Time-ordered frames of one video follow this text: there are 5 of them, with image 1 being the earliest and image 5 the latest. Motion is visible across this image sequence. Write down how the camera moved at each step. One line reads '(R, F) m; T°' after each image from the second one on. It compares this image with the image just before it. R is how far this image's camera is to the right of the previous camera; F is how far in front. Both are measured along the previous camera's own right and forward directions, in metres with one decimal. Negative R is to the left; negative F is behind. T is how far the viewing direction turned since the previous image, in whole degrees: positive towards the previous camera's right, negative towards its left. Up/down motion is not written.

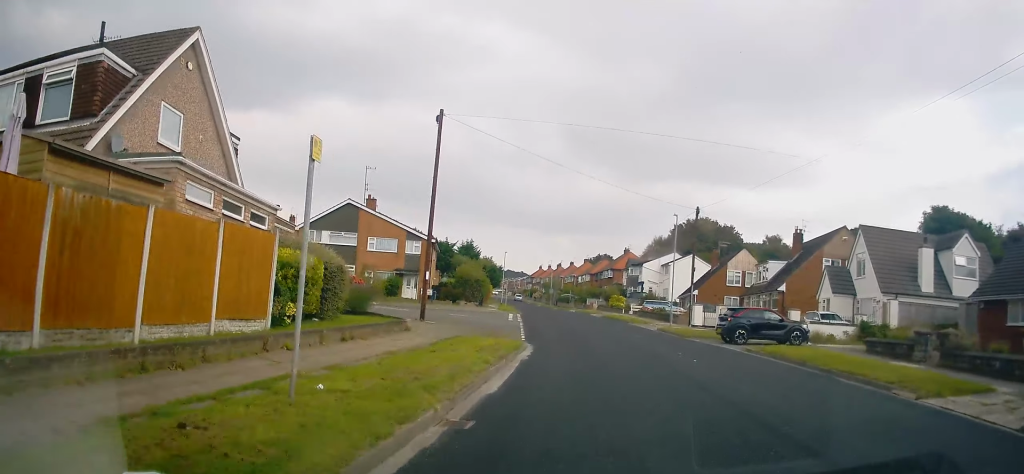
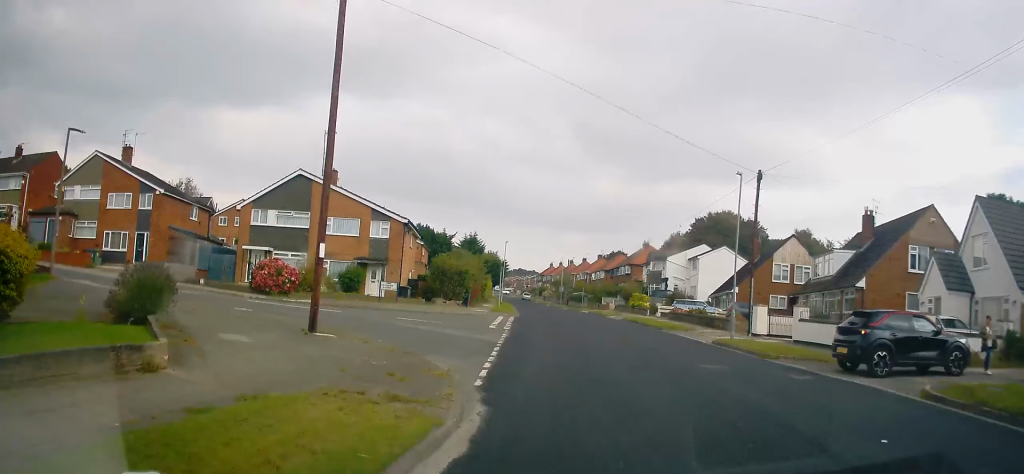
(0.0, +11.0) m; 0°
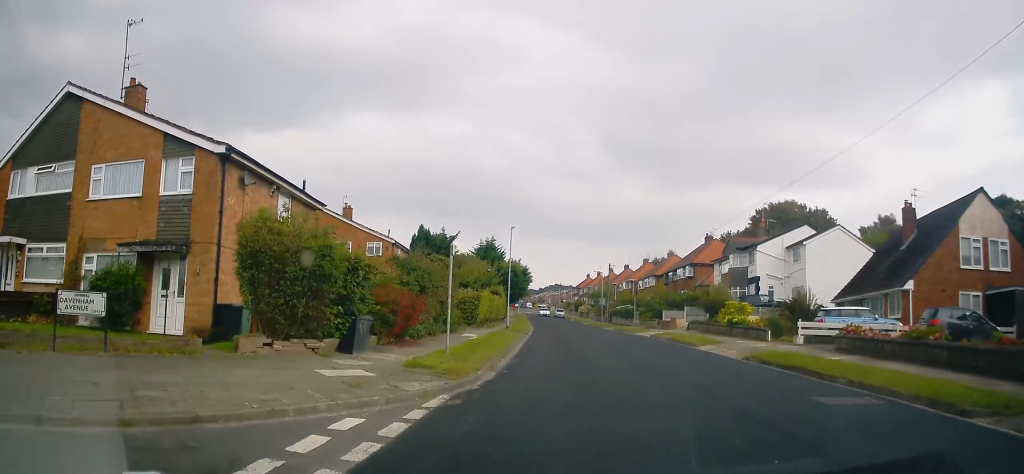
(0.0, +22.9) m; -2°
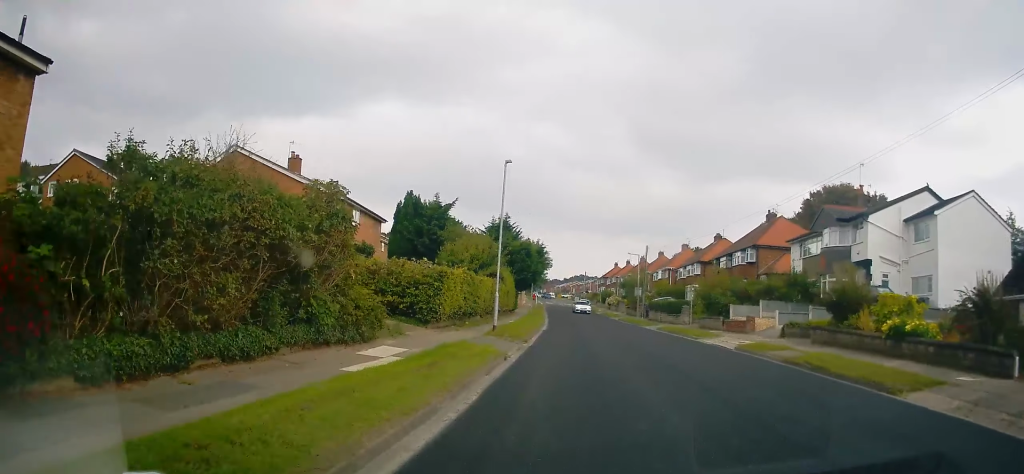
(-0.9, +15.2) m; -5°
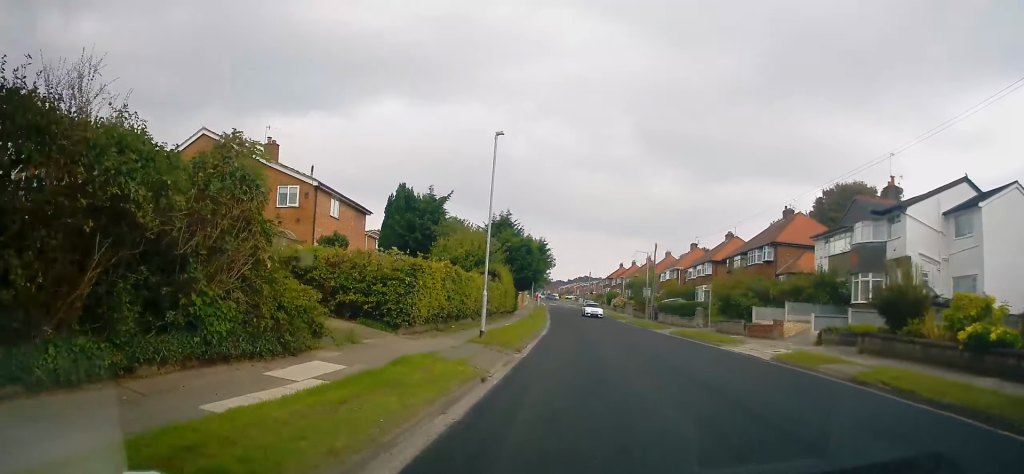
(-0.1, +3.8) m; 0°
